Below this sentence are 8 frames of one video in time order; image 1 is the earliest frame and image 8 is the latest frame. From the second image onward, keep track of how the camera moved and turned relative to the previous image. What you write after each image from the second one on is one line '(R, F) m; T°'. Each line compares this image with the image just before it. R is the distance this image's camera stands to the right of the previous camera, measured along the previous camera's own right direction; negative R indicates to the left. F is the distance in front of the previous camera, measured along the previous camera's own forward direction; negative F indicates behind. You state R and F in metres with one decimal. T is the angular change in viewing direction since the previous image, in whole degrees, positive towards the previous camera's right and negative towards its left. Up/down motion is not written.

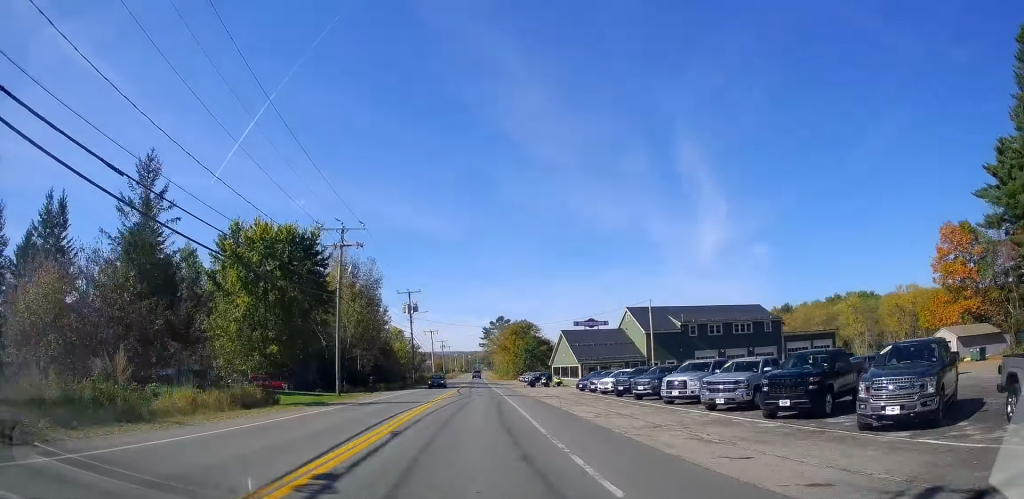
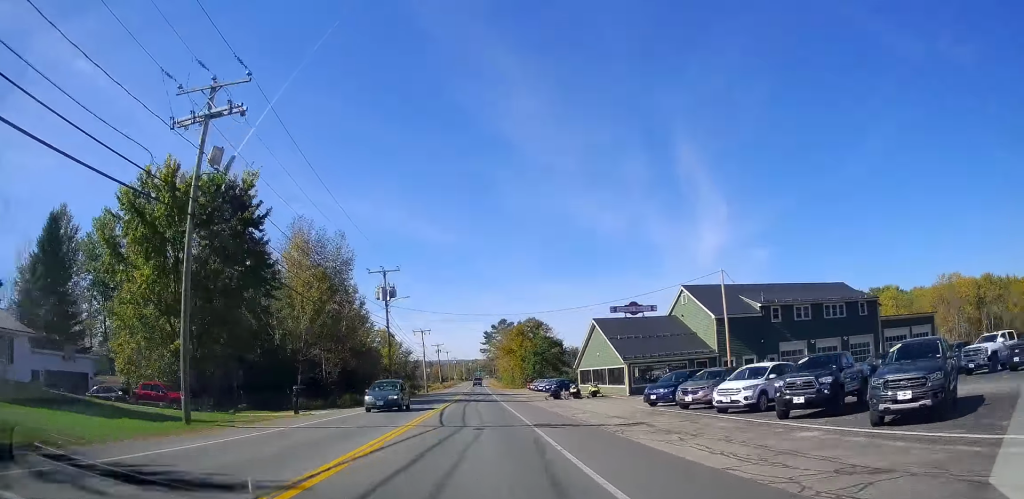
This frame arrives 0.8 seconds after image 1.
(+0.4, +19.5) m; 0°
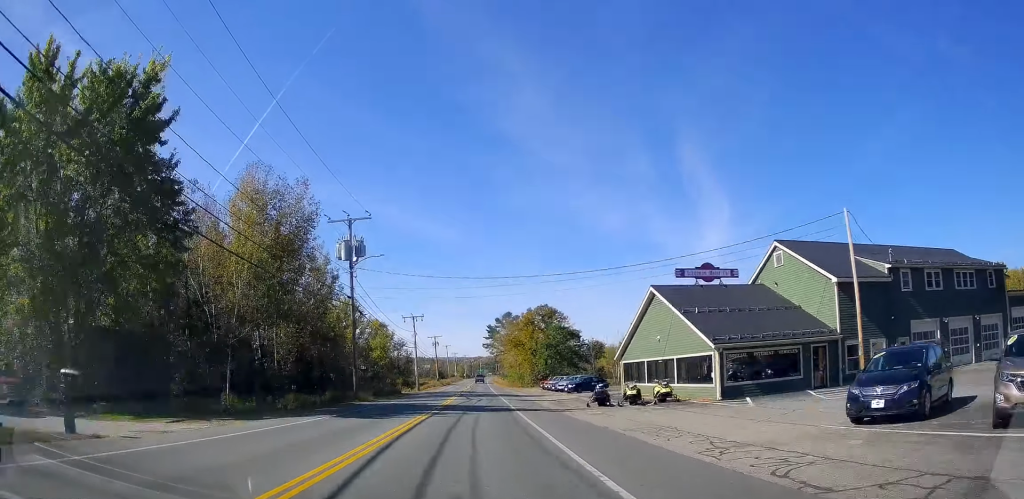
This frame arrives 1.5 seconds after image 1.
(-0.1, +16.6) m; 0°
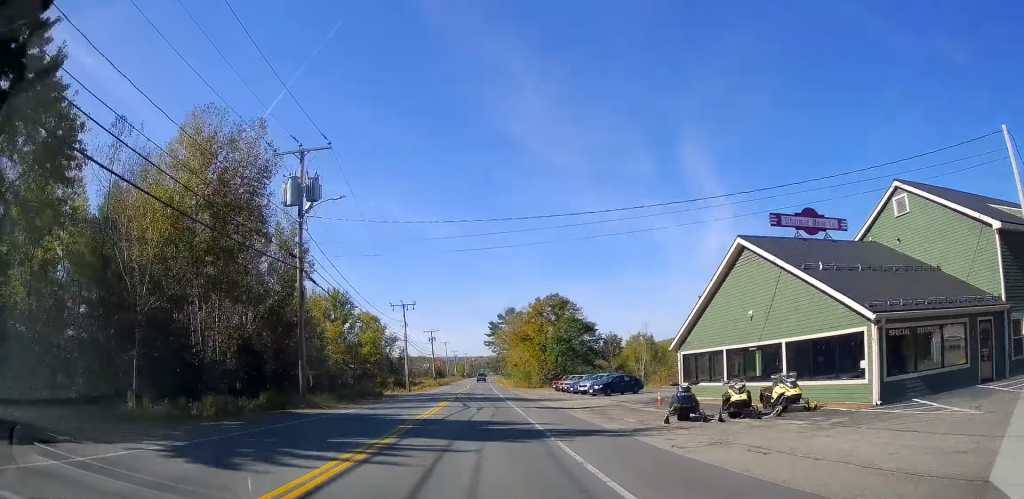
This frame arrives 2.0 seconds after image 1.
(-0.3, +11.9) m; 0°
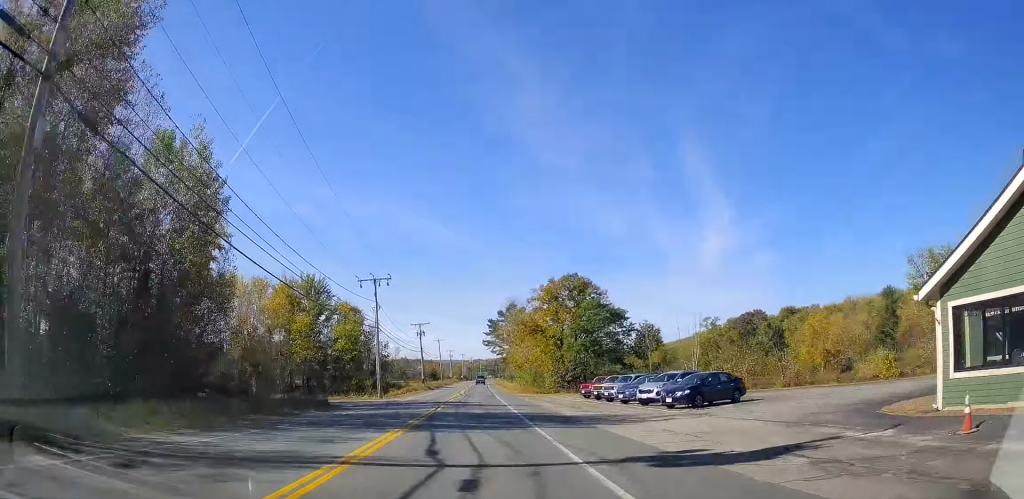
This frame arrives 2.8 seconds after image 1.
(+0.3, +18.2) m; 0°
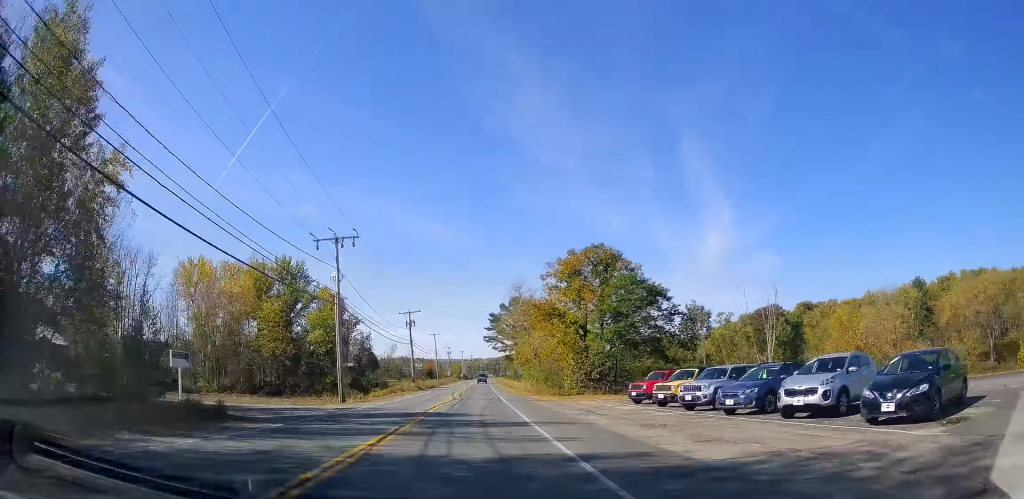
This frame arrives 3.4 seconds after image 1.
(0.0, +14.3) m; 0°
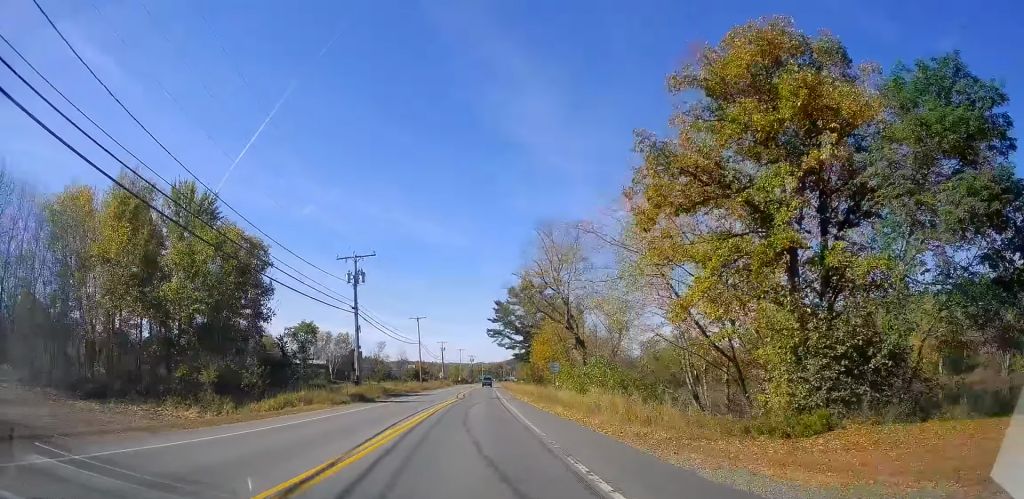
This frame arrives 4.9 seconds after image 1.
(+0.2, +35.9) m; +1°
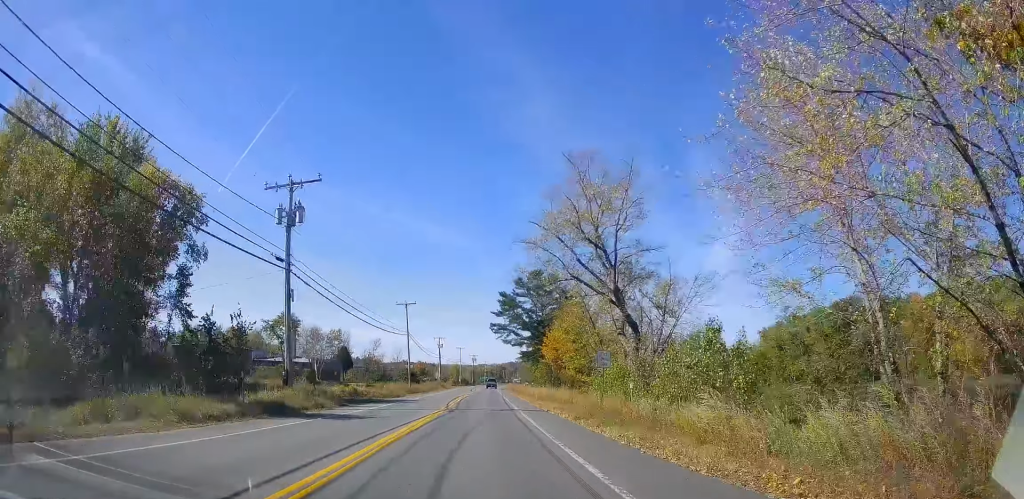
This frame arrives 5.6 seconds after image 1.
(+0.1, +16.0) m; 0°
